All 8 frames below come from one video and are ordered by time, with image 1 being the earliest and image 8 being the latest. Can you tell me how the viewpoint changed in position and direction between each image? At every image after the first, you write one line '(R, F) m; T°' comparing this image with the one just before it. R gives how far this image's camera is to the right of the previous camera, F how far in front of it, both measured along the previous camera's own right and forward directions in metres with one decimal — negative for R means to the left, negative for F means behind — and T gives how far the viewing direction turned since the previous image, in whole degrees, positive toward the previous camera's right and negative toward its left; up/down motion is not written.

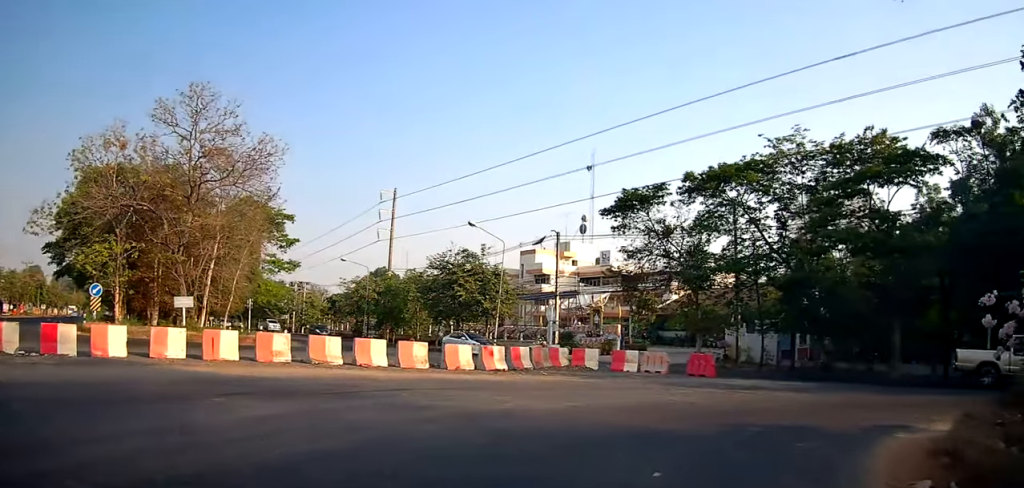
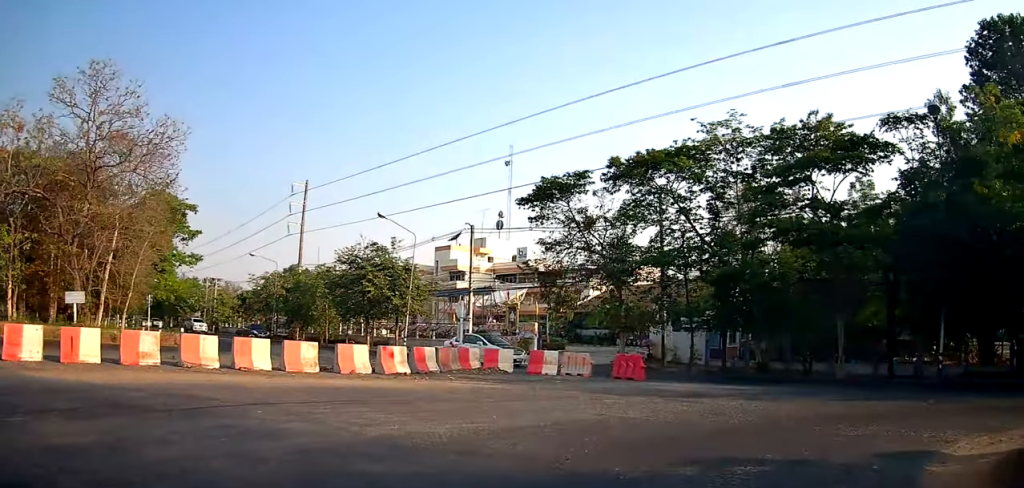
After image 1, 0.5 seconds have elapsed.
(+0.3, +2.5) m; +17°
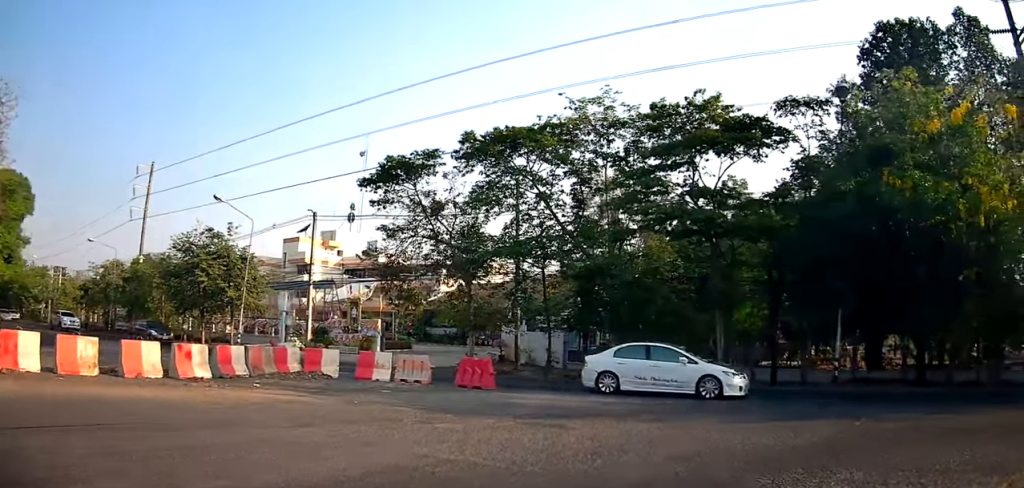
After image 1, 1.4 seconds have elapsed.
(+0.8, +3.1) m; +18°
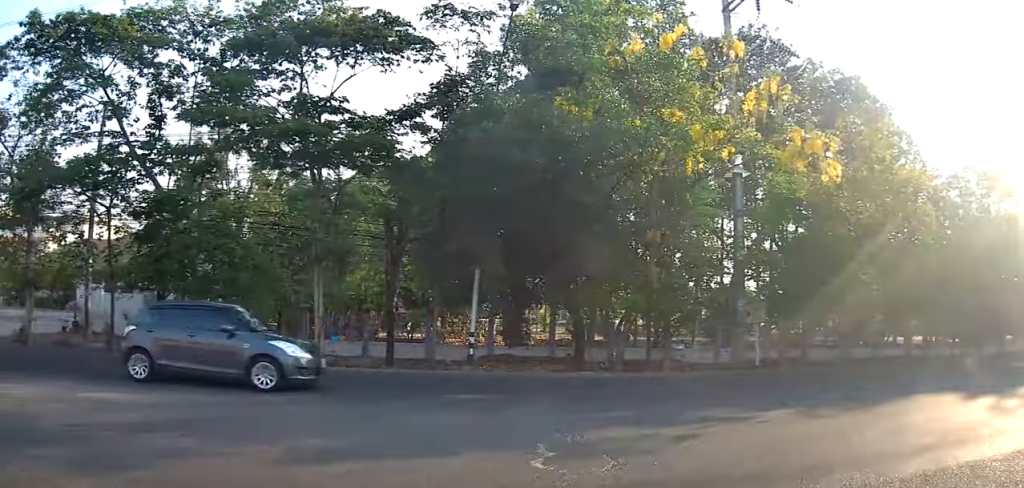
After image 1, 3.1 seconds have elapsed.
(+1.4, +4.9) m; +37°
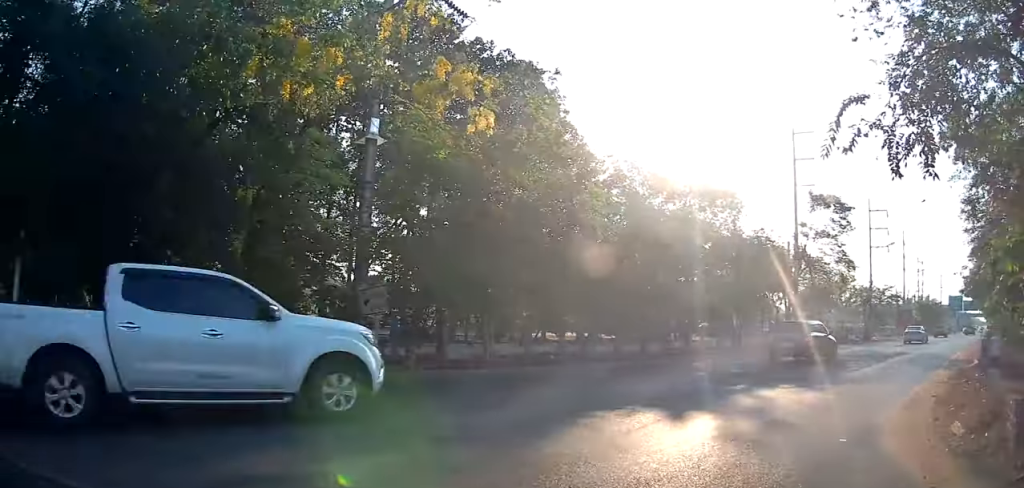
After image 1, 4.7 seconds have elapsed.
(+1.1, +3.9) m; +29°
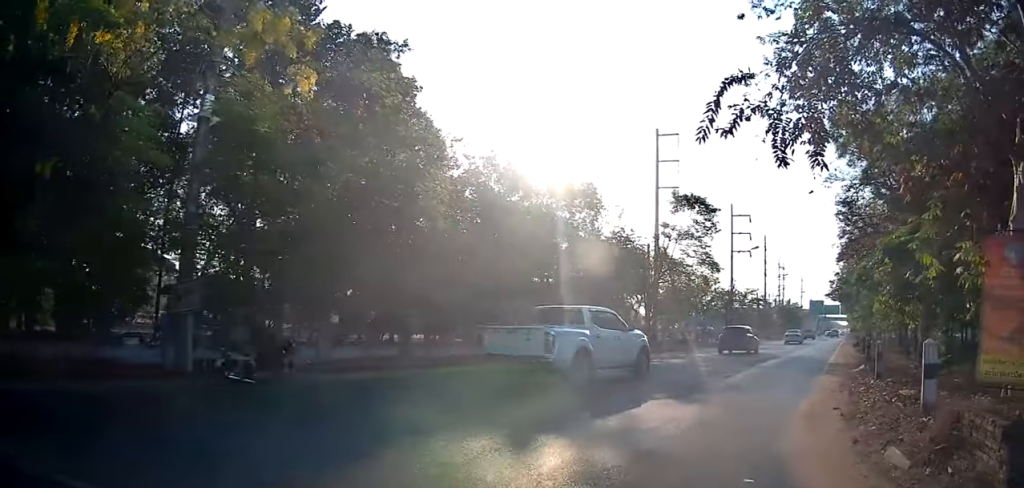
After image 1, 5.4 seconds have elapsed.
(+0.2, +1.9) m; +13°
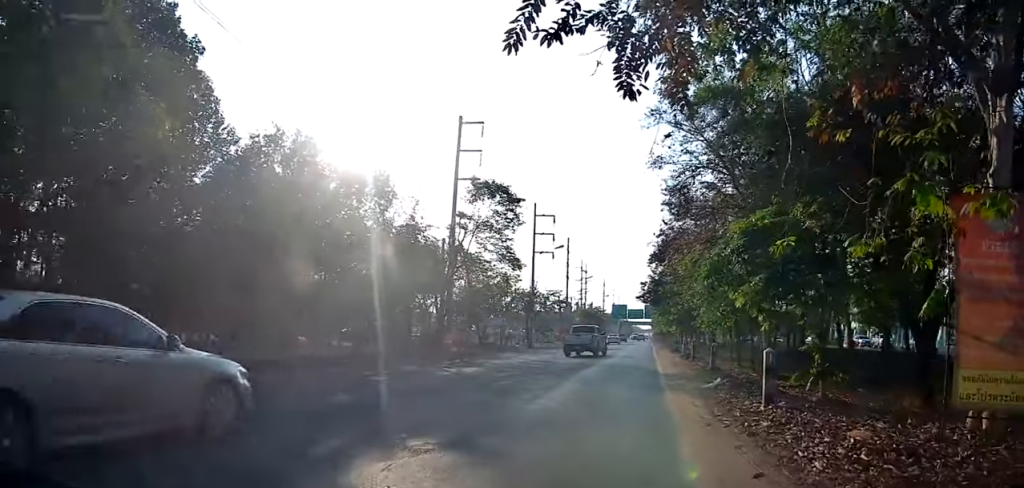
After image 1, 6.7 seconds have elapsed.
(+0.9, +4.3) m; +17°
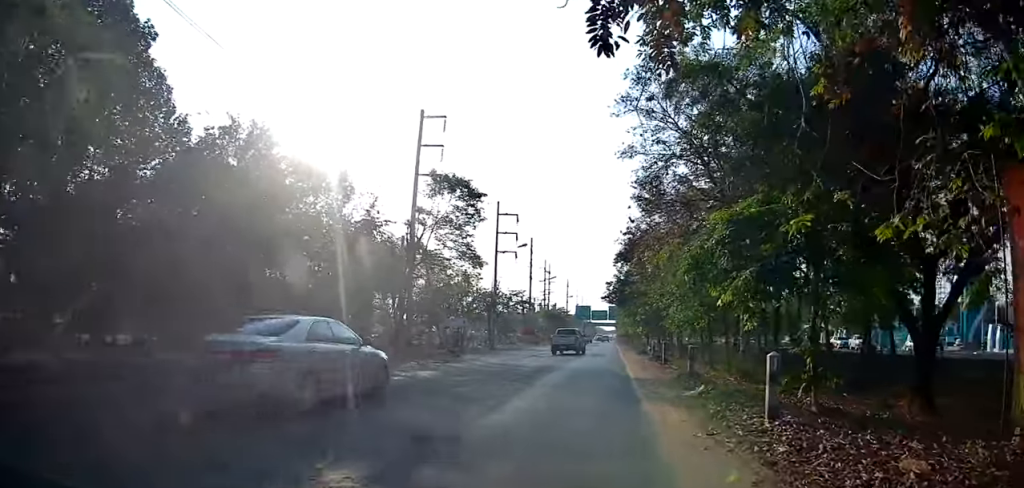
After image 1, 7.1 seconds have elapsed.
(0.0, +1.7) m; -1°
